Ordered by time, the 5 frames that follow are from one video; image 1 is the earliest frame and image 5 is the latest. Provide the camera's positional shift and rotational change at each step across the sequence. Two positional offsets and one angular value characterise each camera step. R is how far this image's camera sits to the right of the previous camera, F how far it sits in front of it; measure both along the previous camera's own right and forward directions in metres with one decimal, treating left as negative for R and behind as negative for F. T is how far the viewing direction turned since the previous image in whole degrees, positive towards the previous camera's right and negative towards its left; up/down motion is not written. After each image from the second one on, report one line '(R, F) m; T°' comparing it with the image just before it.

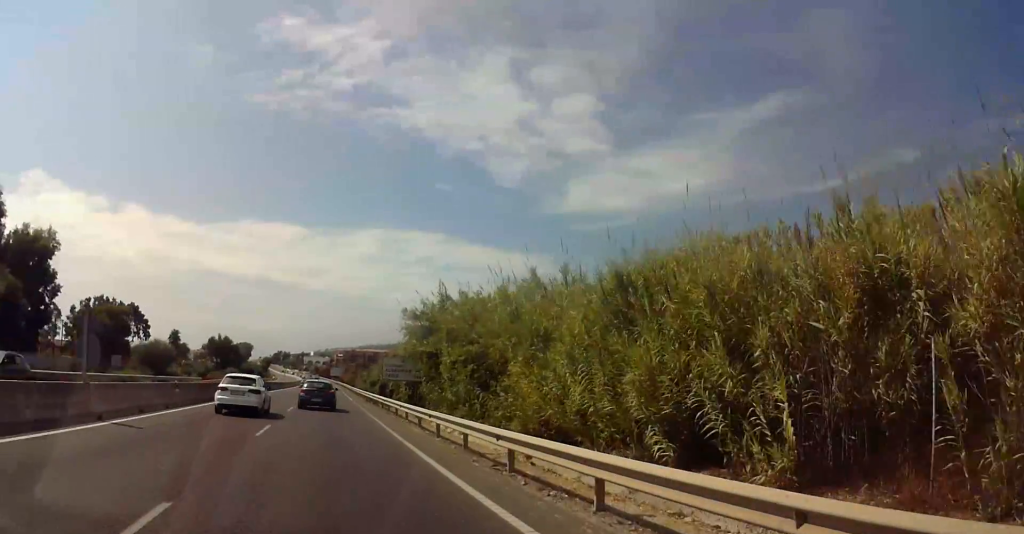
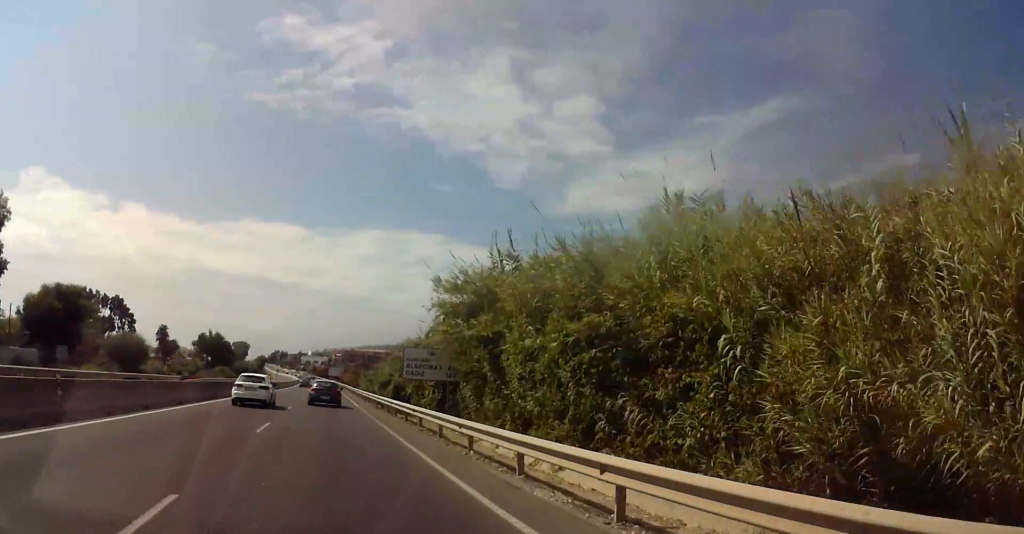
(-0.2, +13.2) m; -1°
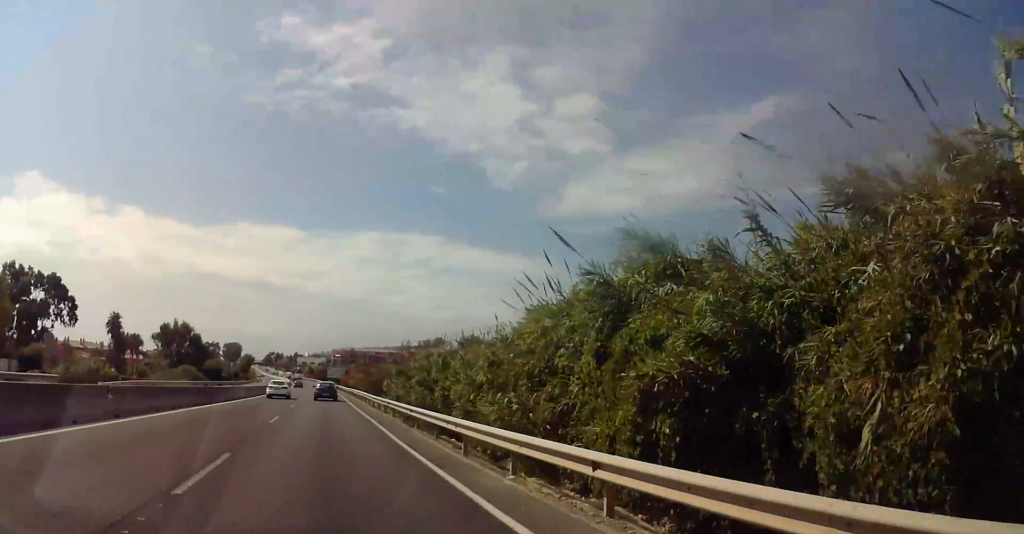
(+0.2, +39.6) m; 0°
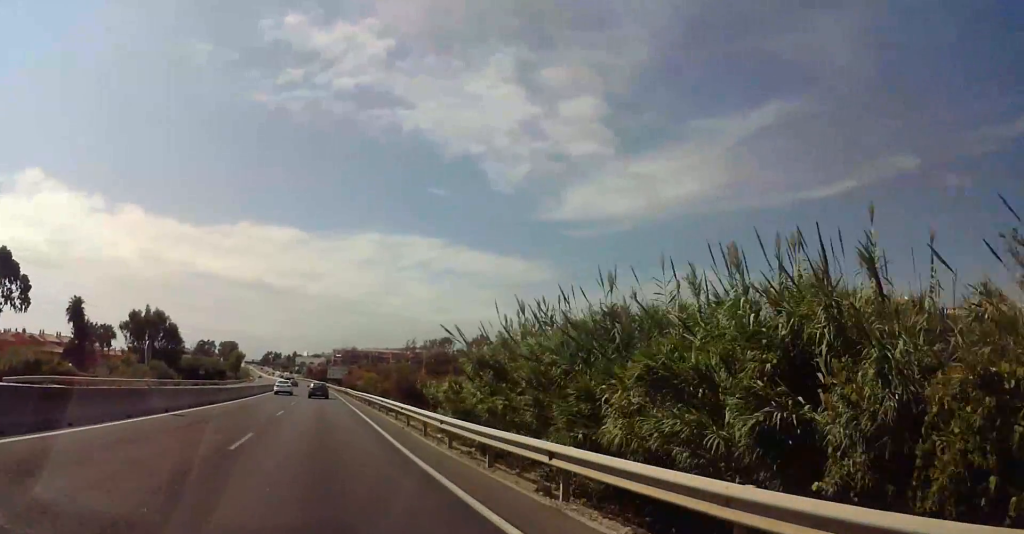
(-0.5, +22.4) m; 0°
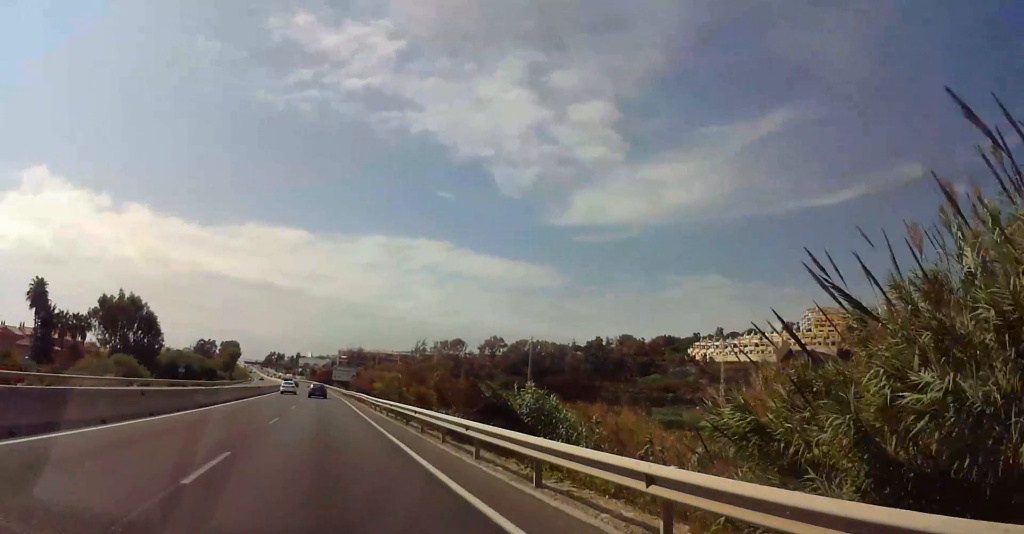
(+0.7, +19.7) m; +4°
